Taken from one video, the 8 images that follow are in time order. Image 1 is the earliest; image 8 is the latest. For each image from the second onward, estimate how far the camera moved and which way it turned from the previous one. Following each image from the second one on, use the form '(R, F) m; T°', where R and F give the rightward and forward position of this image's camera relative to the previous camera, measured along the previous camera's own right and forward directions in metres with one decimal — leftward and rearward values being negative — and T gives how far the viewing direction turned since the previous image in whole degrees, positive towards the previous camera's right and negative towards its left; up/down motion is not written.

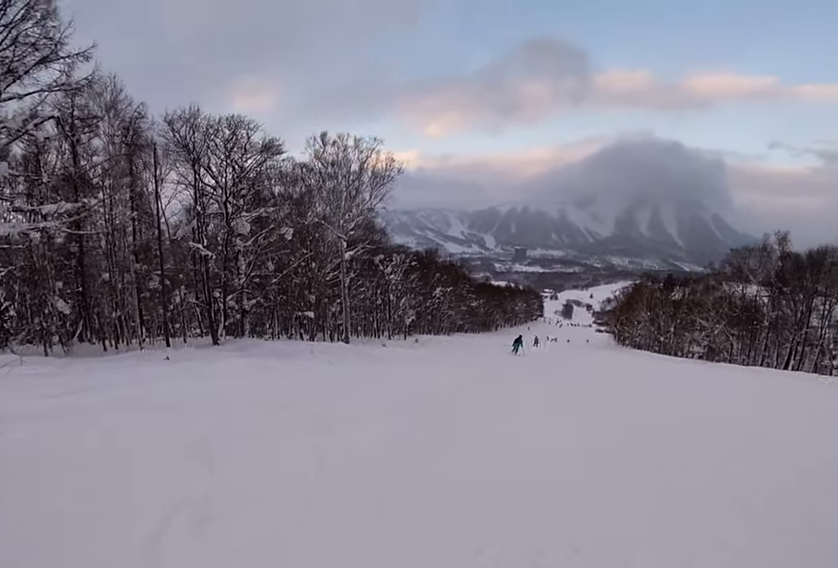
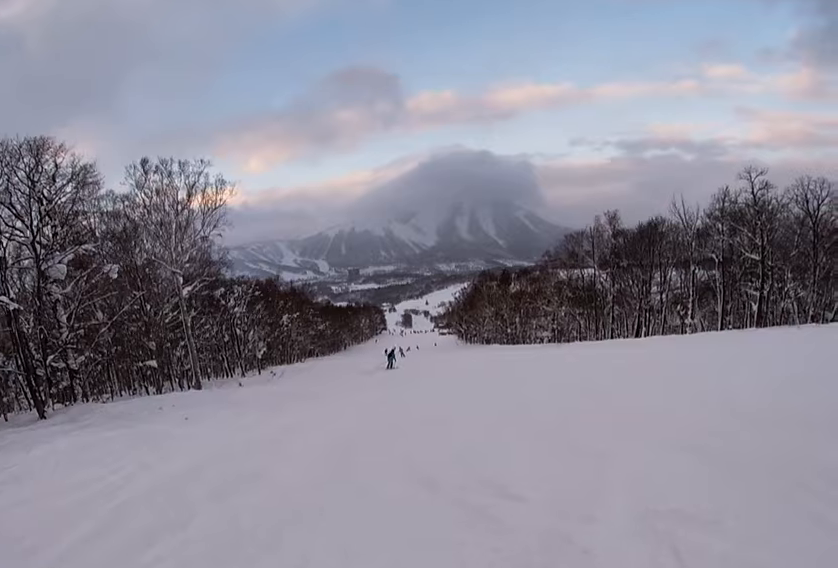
(-0.1, +3.4) m; +5°
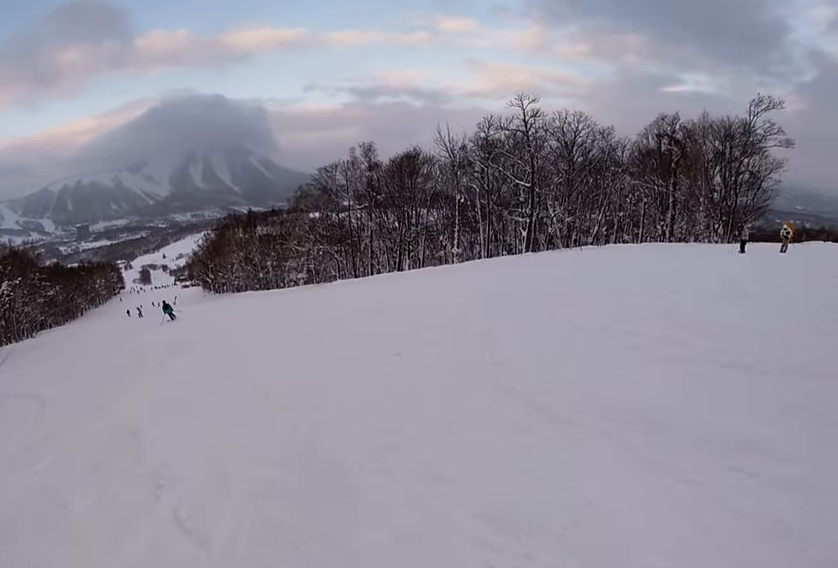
(+0.8, +6.4) m; +27°
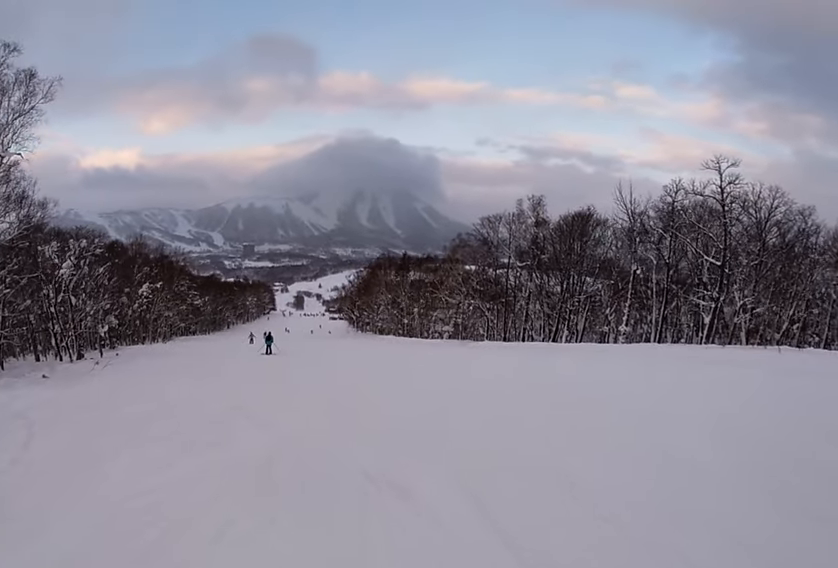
(+1.7, +5.5) m; -5°
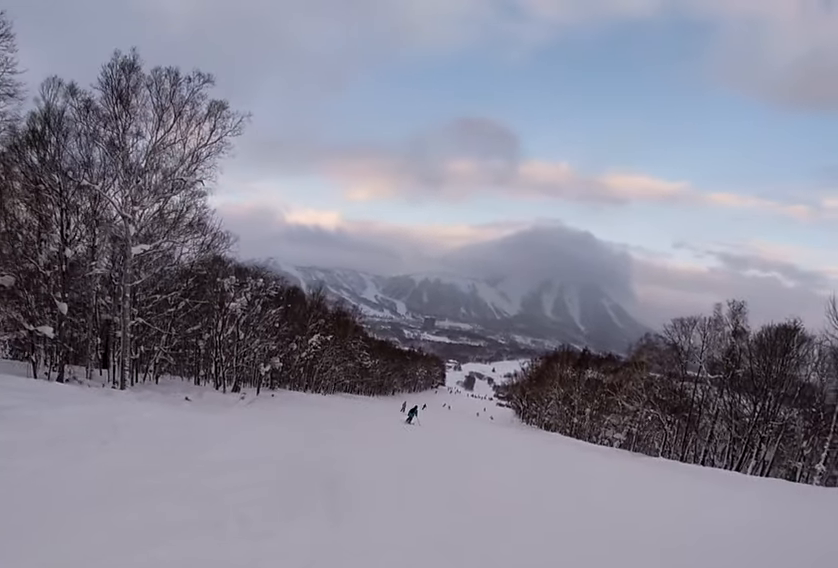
(-1.0, +2.4) m; -21°
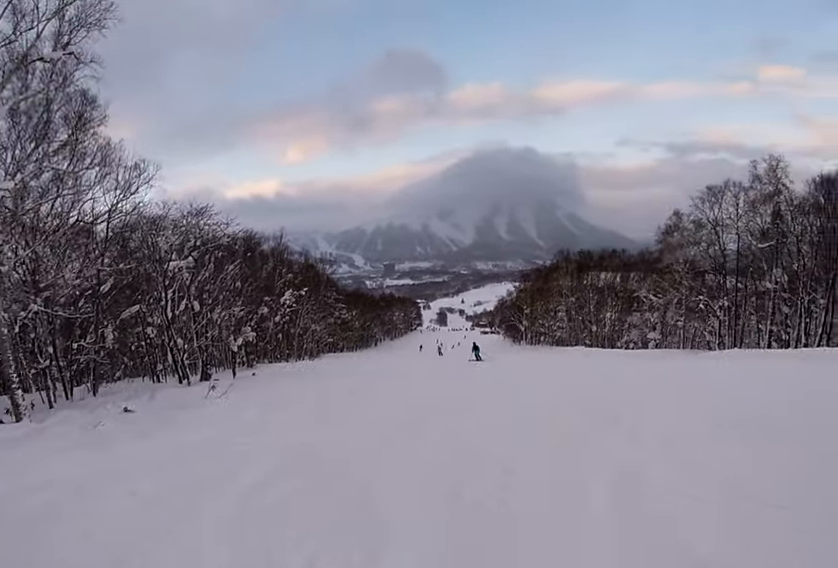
(-2.1, +11.0) m; +9°
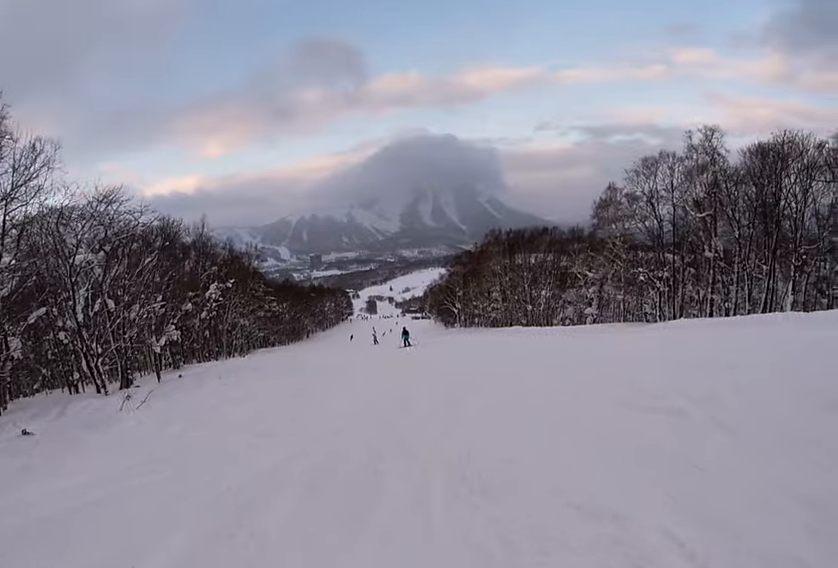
(+0.2, +2.7) m; +9°
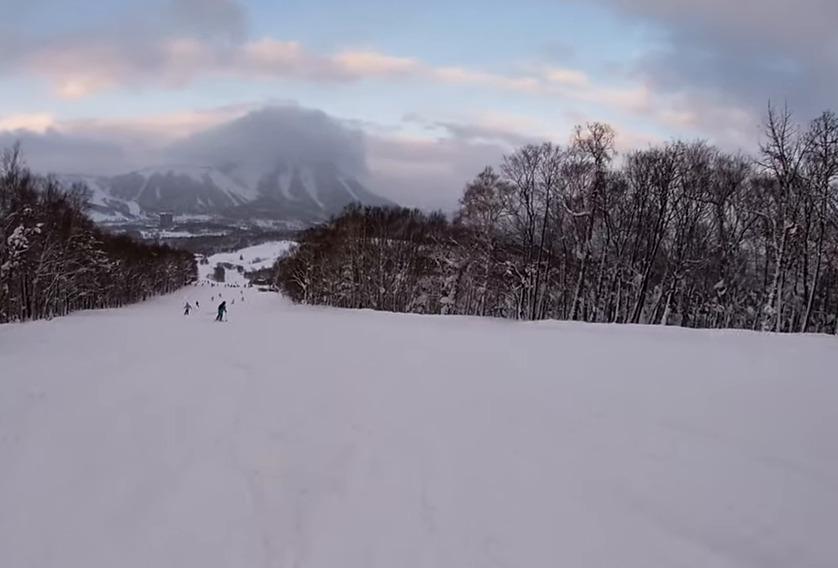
(+1.0, +6.8) m; 0°
